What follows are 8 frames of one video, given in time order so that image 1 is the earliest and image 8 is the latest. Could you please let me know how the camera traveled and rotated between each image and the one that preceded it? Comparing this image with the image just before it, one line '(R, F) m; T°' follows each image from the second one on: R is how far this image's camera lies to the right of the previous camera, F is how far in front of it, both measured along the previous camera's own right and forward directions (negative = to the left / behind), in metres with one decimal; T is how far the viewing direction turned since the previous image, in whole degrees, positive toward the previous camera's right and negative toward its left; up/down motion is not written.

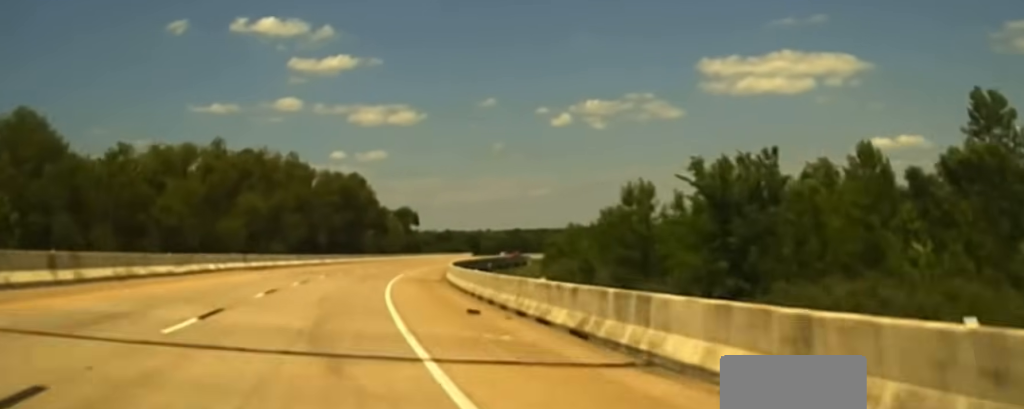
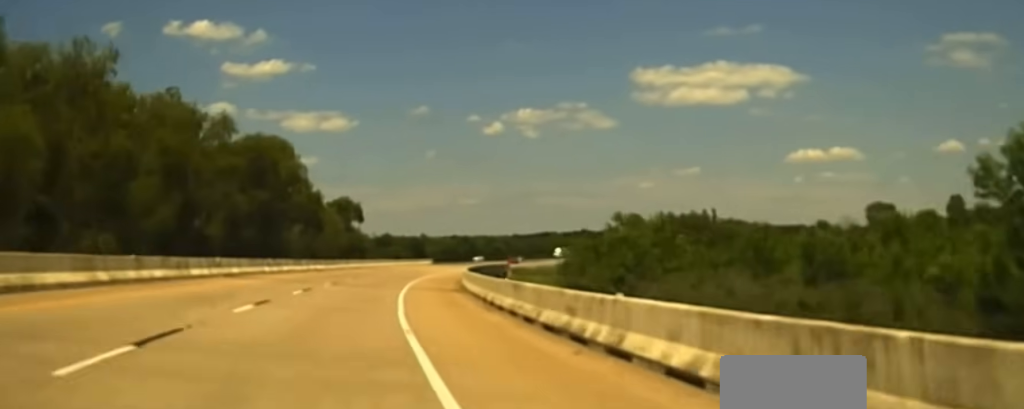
(+1.7, +53.1) m; +4°
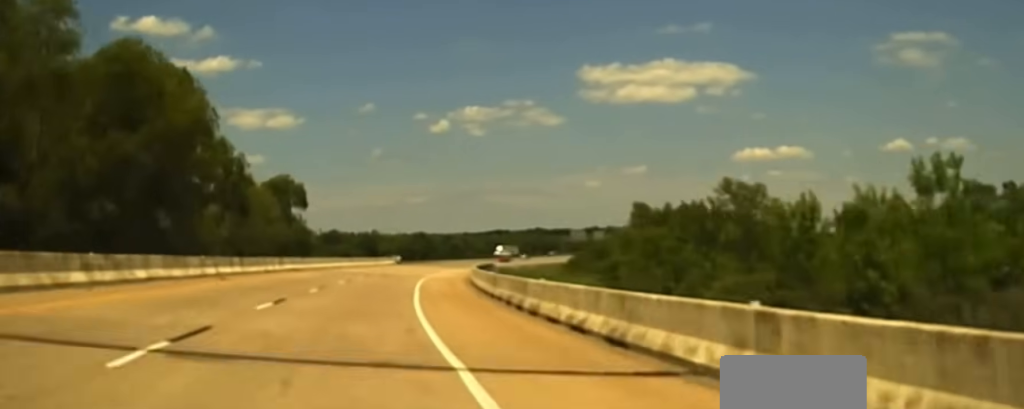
(+0.4, +36.7) m; +5°
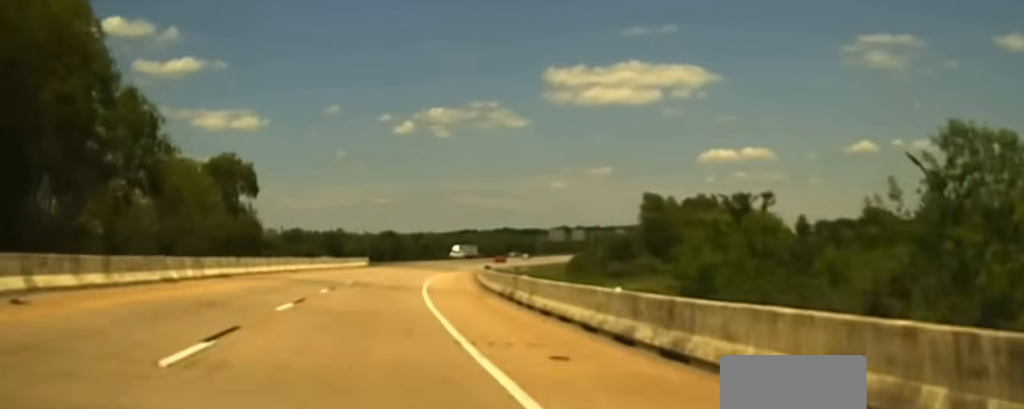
(+1.4, +23.3) m; +2°
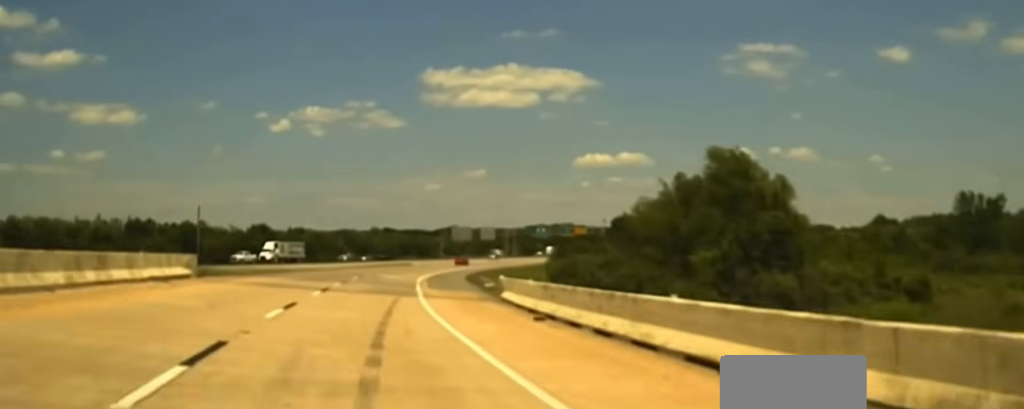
(+2.8, +61.7) m; +5°
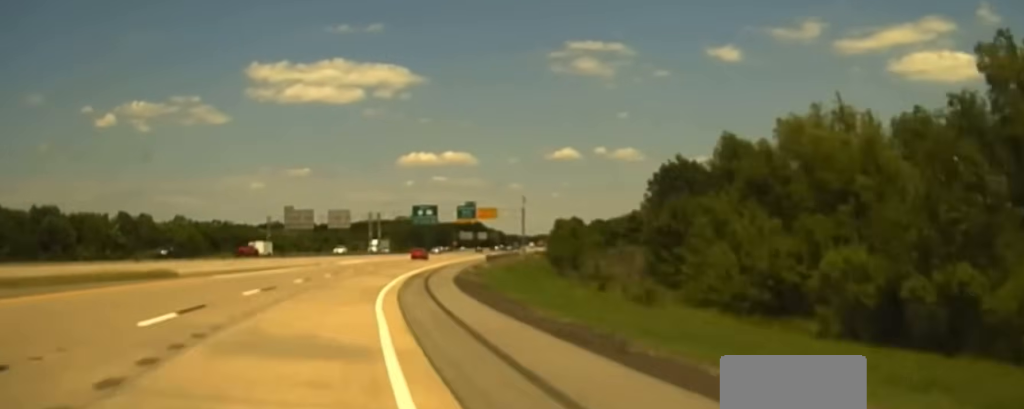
(+10.7, +103.5) m; +11°
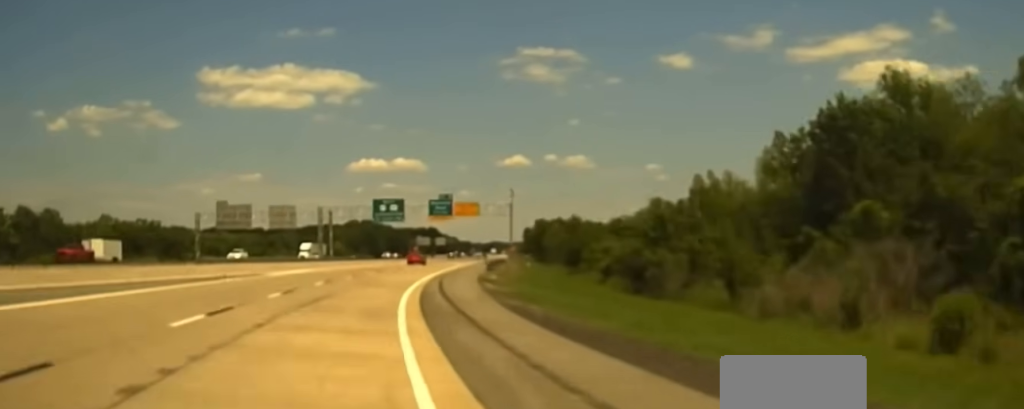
(+1.0, +36.0) m; +3°
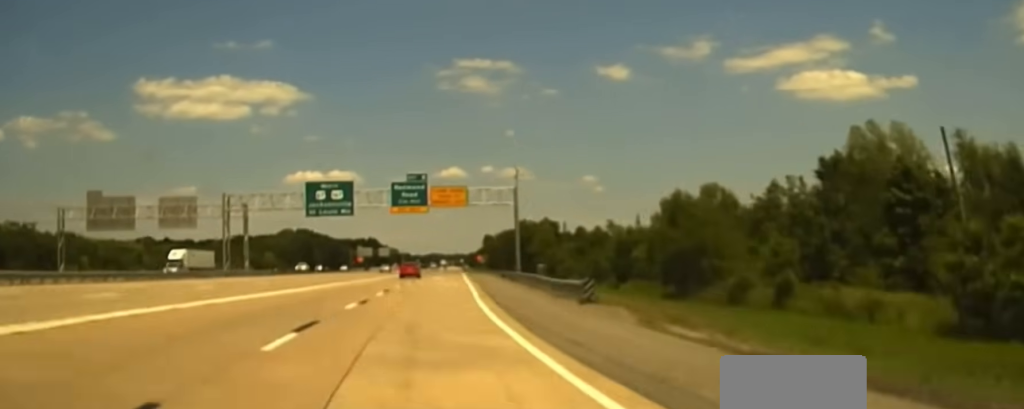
(+1.6, +51.3) m; +3°
